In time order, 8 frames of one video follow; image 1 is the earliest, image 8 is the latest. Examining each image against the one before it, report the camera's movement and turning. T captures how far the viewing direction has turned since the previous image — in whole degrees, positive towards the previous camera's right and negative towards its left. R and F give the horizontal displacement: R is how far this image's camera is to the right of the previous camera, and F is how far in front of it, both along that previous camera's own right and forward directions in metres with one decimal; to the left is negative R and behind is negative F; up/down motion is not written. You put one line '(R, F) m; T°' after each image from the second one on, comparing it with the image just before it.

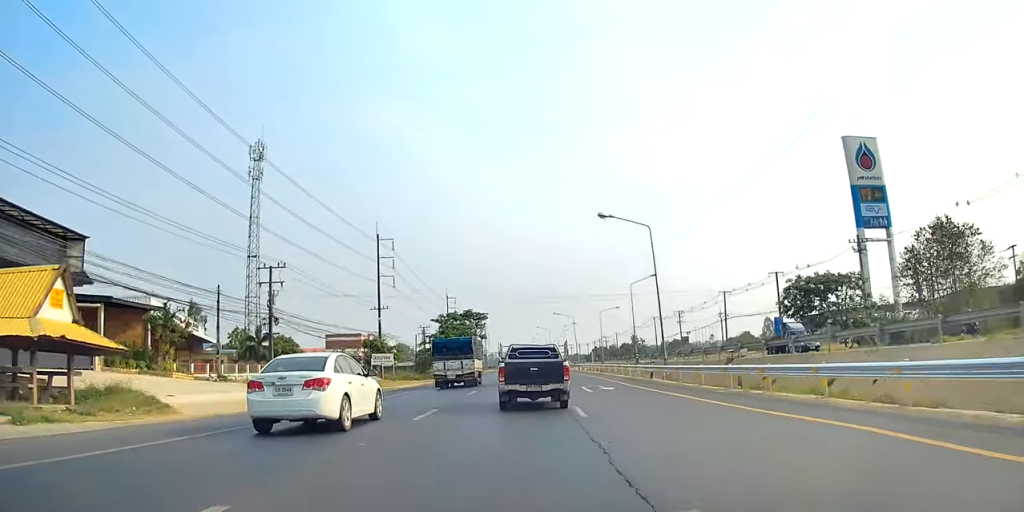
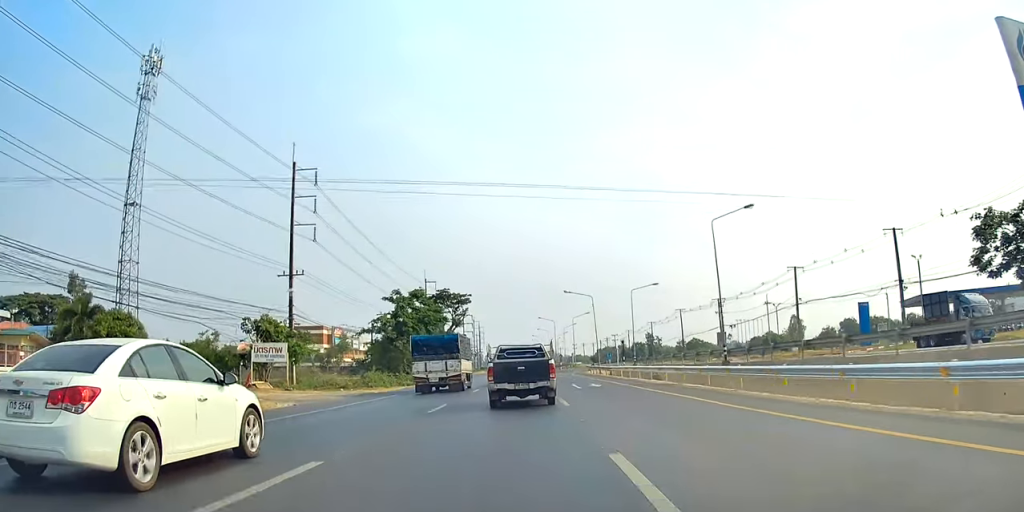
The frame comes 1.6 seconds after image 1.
(-0.2, +32.7) m; -1°
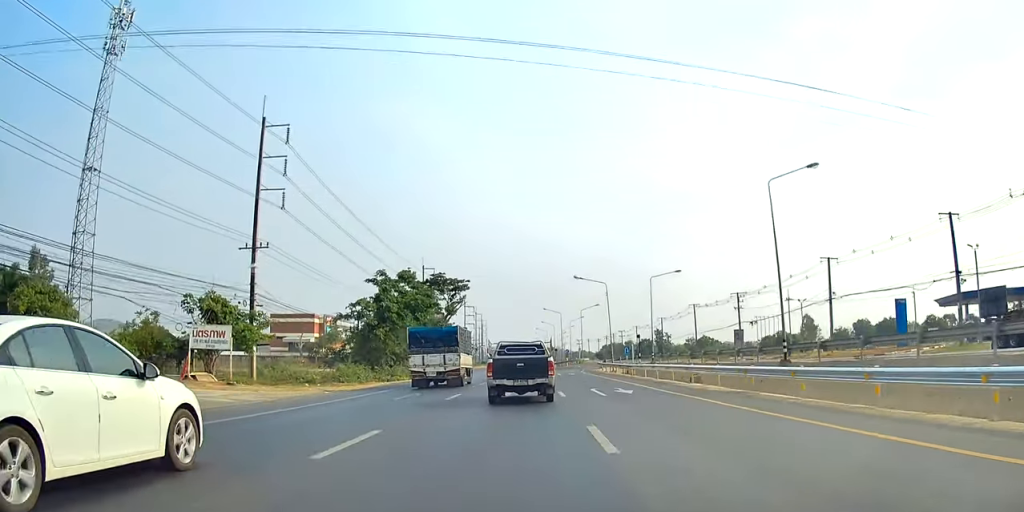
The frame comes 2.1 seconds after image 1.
(0.0, +9.0) m; 0°
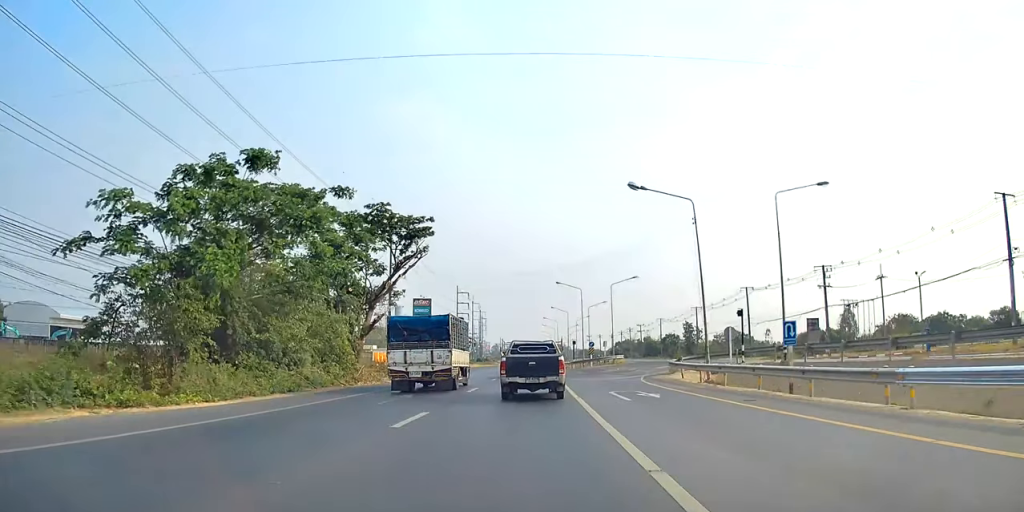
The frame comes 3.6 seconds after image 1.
(+0.3, +32.9) m; +1°
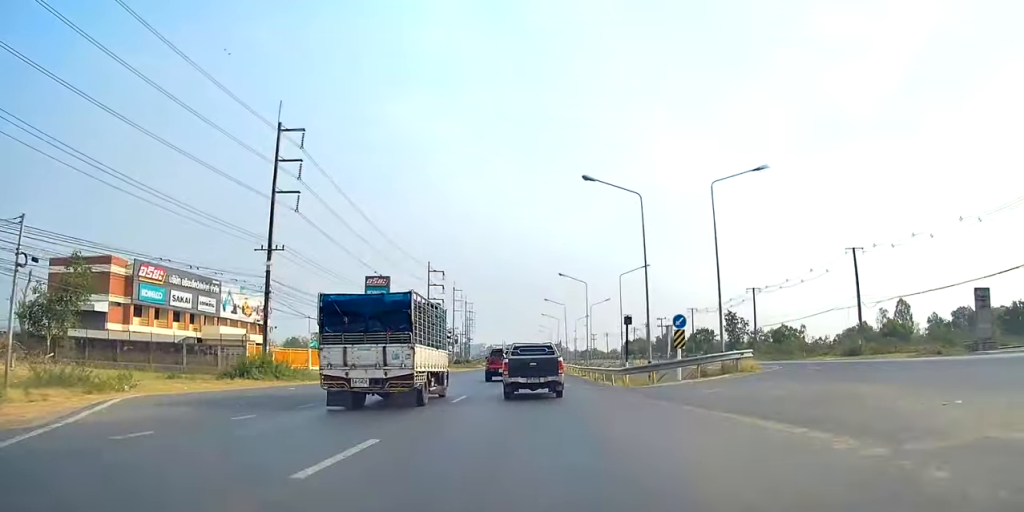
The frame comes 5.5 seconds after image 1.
(-0.3, +40.9) m; -1°
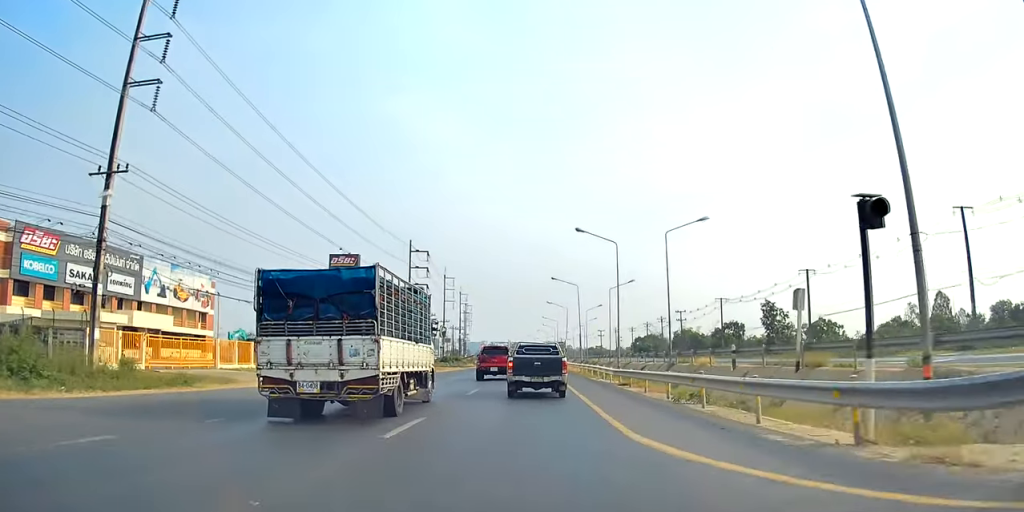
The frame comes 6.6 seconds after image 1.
(0.0, +22.0) m; 0°
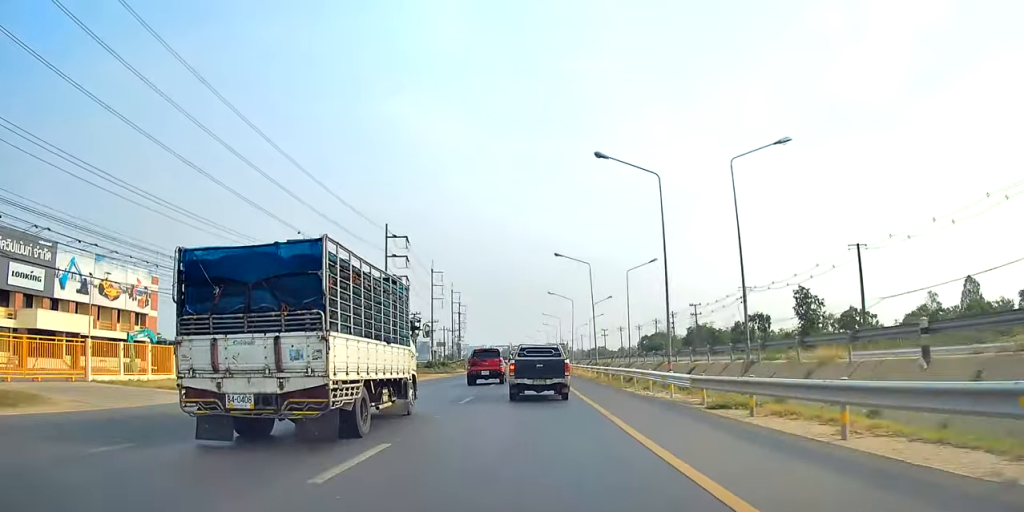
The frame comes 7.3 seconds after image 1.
(0.0, +15.1) m; 0°
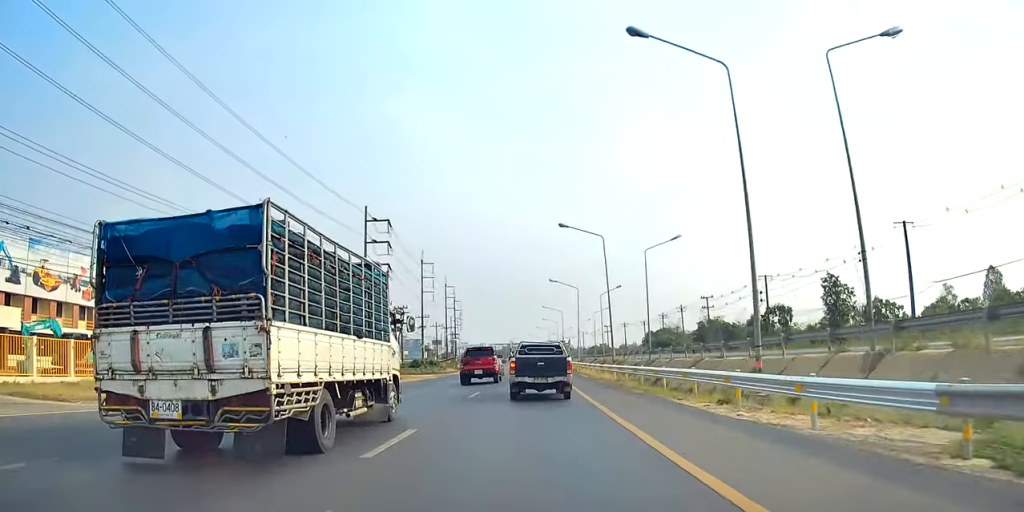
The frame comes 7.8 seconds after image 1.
(0.0, +10.5) m; 0°
